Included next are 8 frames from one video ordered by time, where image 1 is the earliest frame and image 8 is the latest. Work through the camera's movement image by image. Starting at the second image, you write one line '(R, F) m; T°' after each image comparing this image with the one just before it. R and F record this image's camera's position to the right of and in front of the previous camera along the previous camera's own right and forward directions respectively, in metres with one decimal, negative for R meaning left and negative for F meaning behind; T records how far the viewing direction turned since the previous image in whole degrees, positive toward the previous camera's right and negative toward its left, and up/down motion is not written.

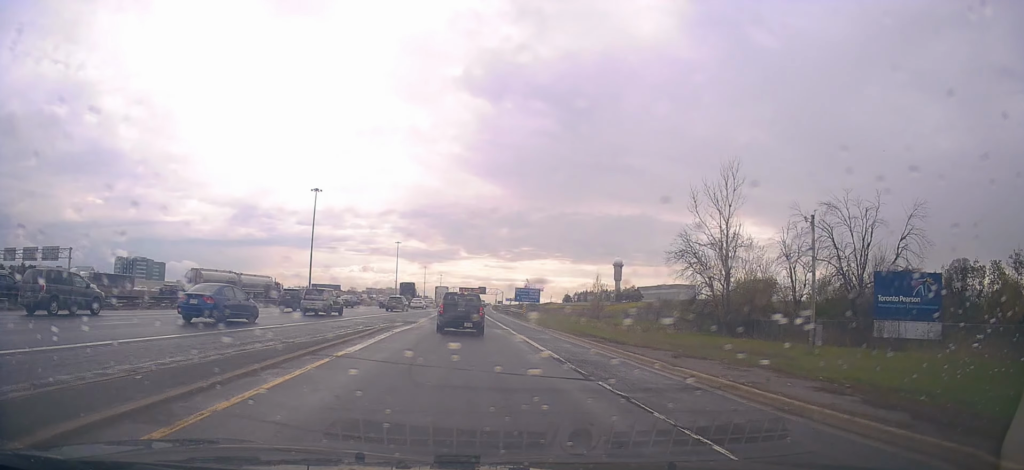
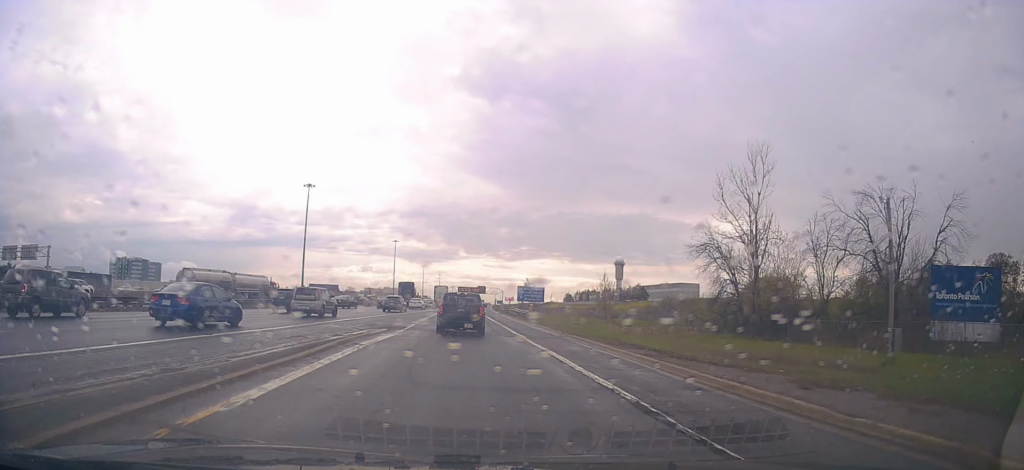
(+0.3, +6.6) m; 0°
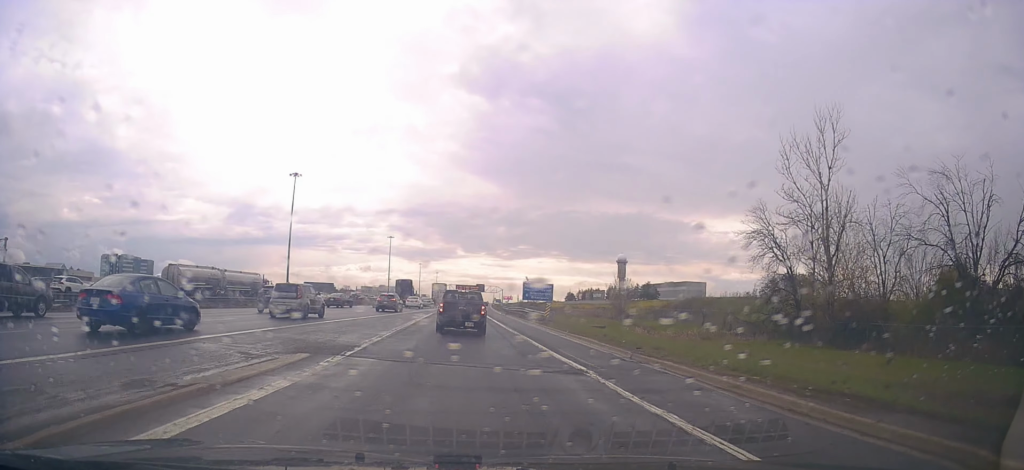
(-0.2, +11.3) m; 0°
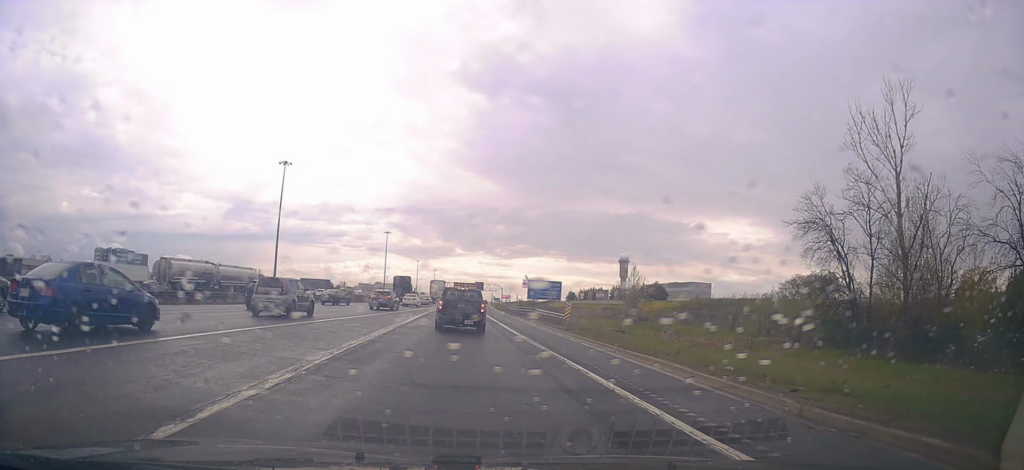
(-0.3, +8.9) m; 0°
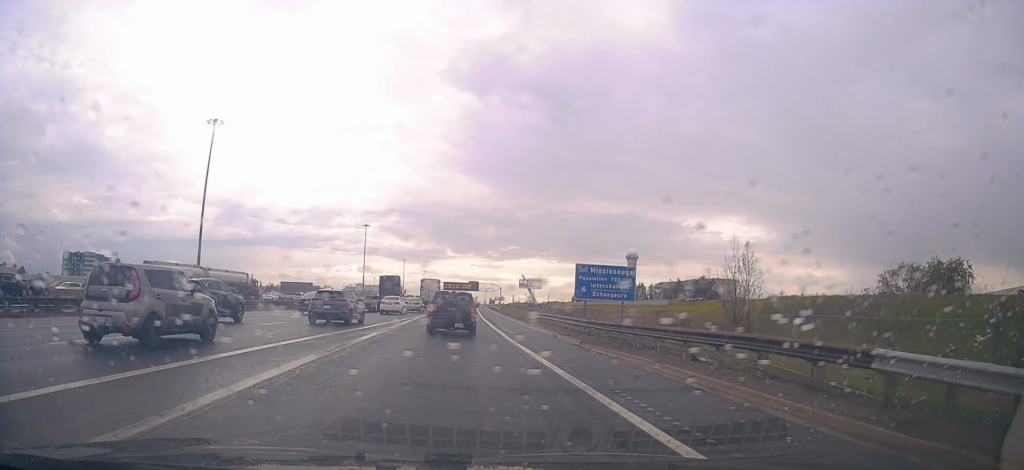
(+0.2, +37.1) m; -2°
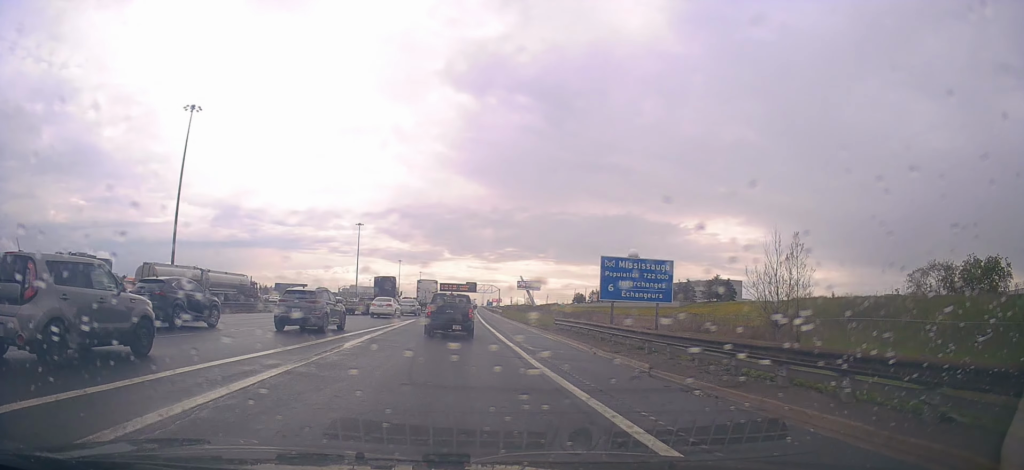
(-0.2, +8.7) m; +1°
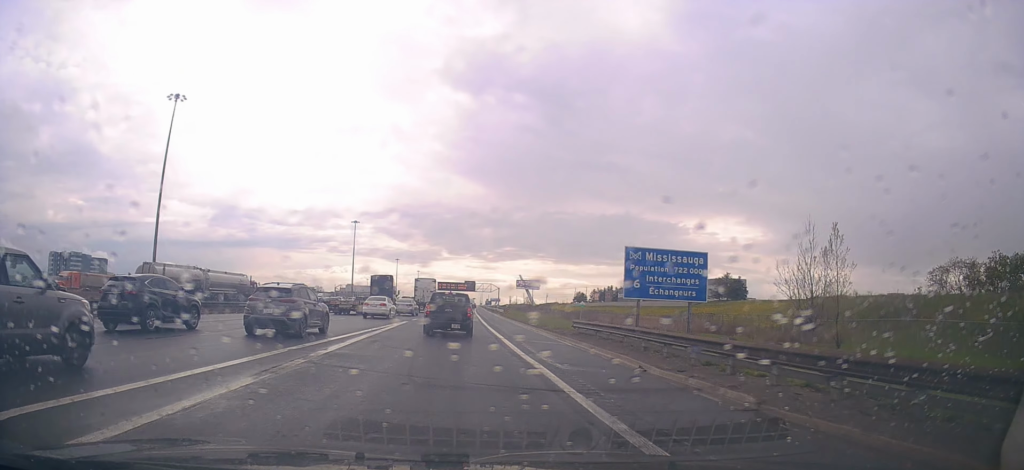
(+0.1, +5.5) m; +2°
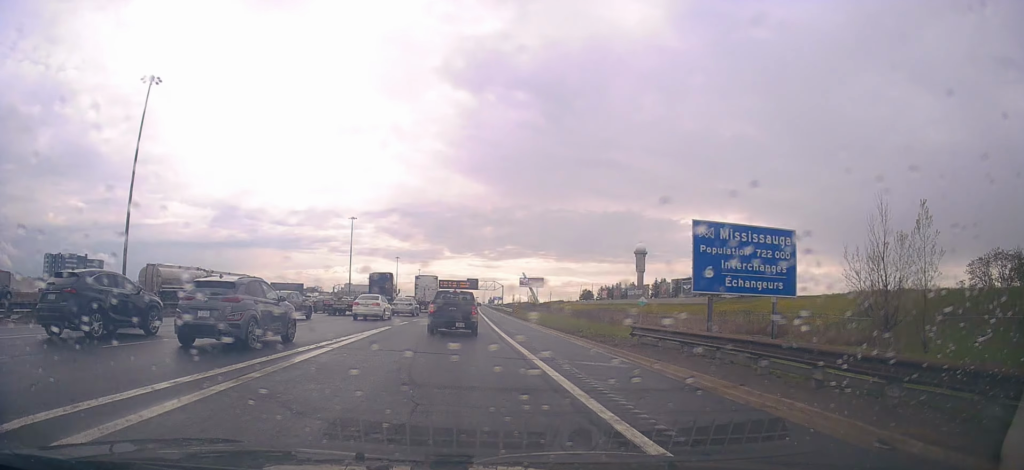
(+0.2, +8.7) m; +3°
